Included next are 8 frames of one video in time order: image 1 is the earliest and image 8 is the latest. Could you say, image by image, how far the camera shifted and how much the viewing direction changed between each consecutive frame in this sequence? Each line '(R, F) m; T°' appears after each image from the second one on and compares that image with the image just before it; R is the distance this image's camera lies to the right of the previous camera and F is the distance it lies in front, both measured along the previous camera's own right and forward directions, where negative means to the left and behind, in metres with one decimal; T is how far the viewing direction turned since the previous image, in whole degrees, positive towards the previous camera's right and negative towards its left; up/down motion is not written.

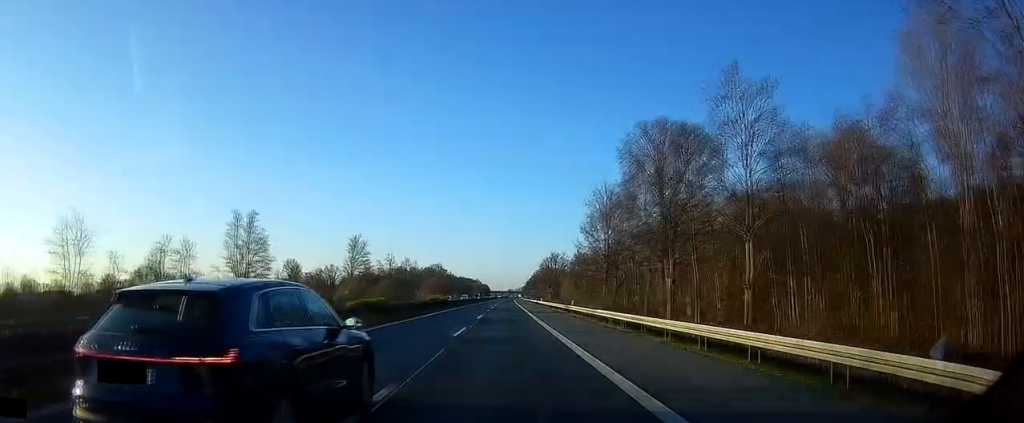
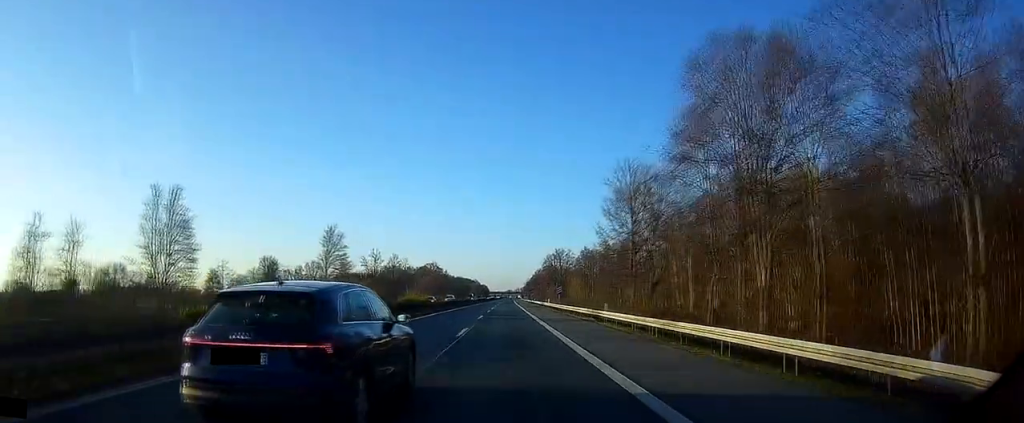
(0.0, +18.0) m; 0°
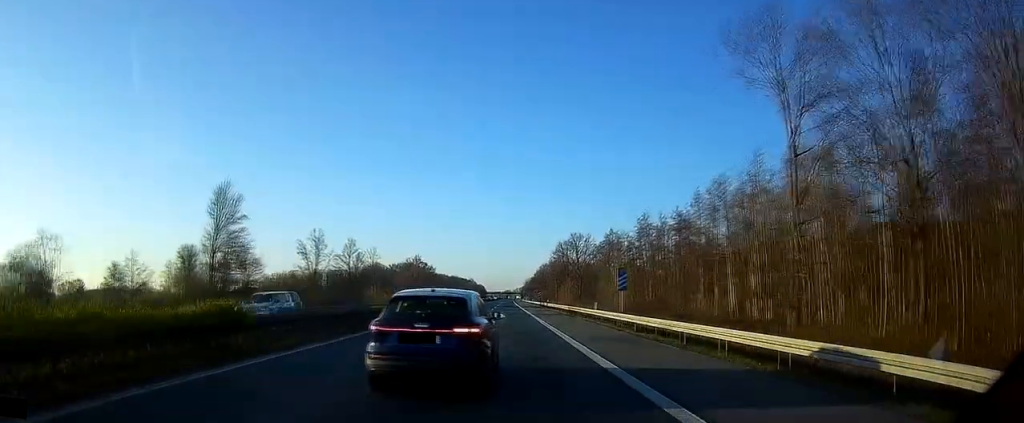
(0.0, +43.8) m; 0°
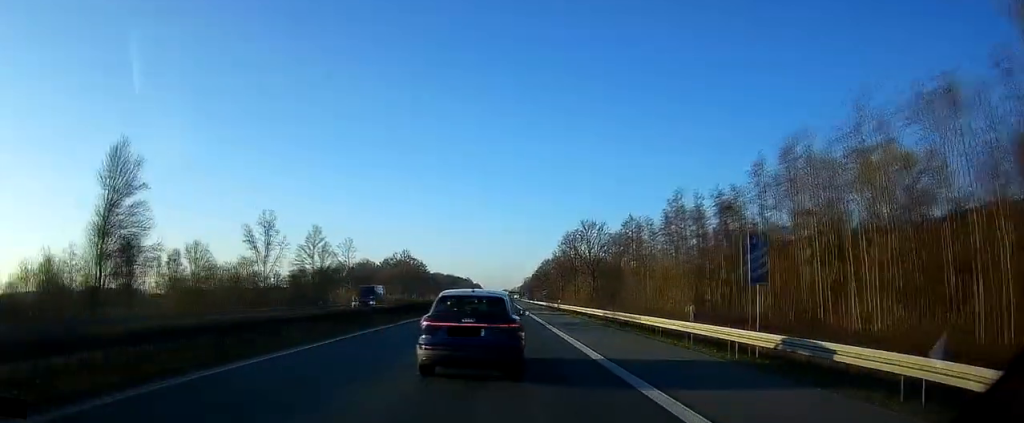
(0.0, +21.0) m; 0°
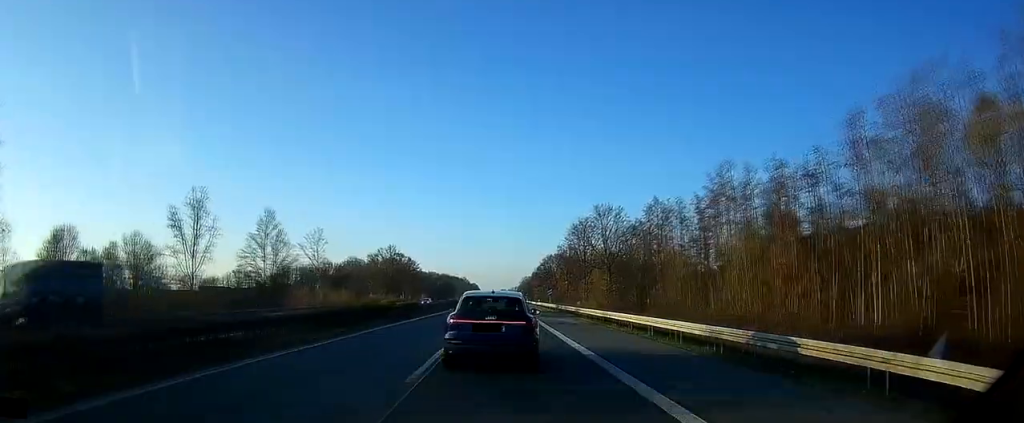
(+0.1, +19.2) m; 0°
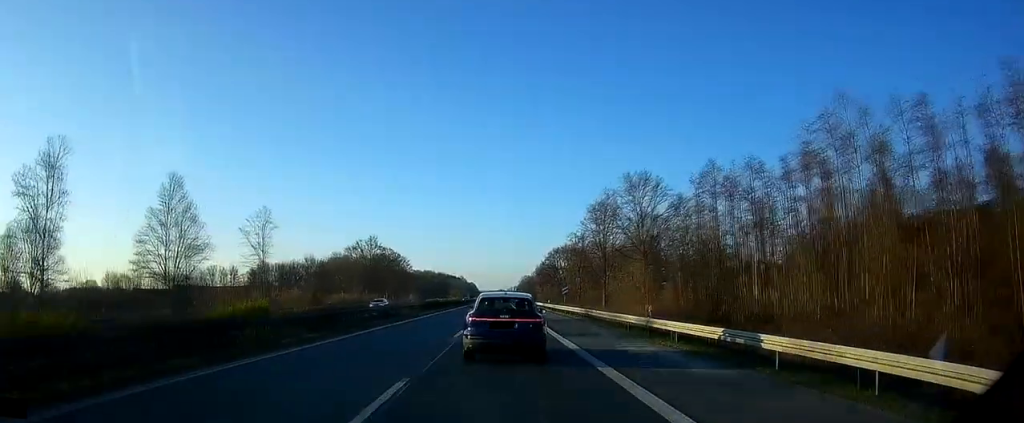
(+0.1, +24.0) m; 0°
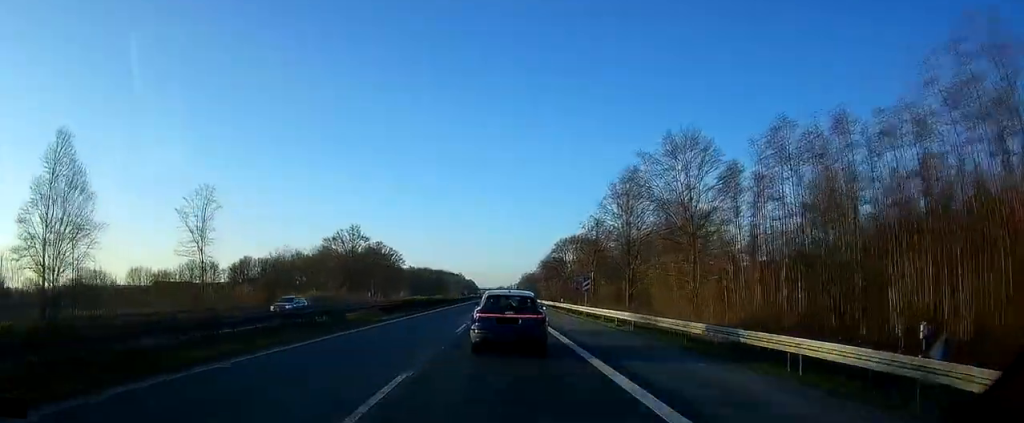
(-0.1, +17.4) m; 0°
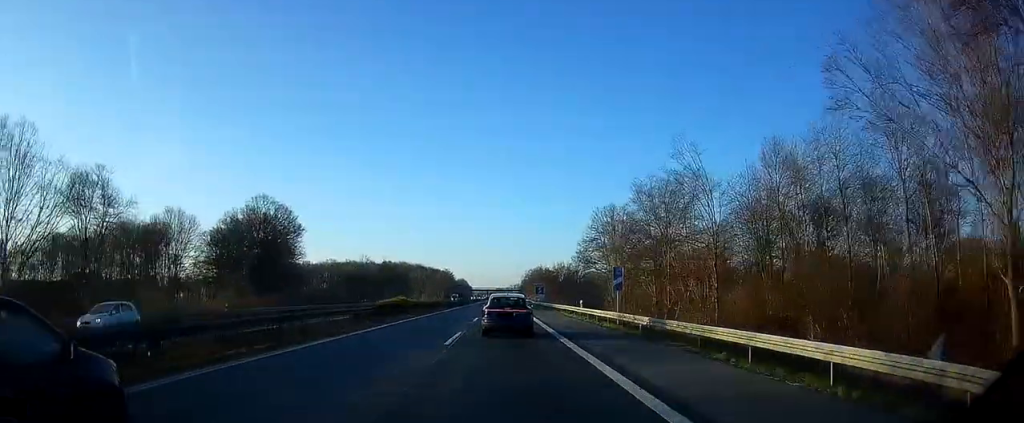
(+0.1, +113.9) m; 0°
